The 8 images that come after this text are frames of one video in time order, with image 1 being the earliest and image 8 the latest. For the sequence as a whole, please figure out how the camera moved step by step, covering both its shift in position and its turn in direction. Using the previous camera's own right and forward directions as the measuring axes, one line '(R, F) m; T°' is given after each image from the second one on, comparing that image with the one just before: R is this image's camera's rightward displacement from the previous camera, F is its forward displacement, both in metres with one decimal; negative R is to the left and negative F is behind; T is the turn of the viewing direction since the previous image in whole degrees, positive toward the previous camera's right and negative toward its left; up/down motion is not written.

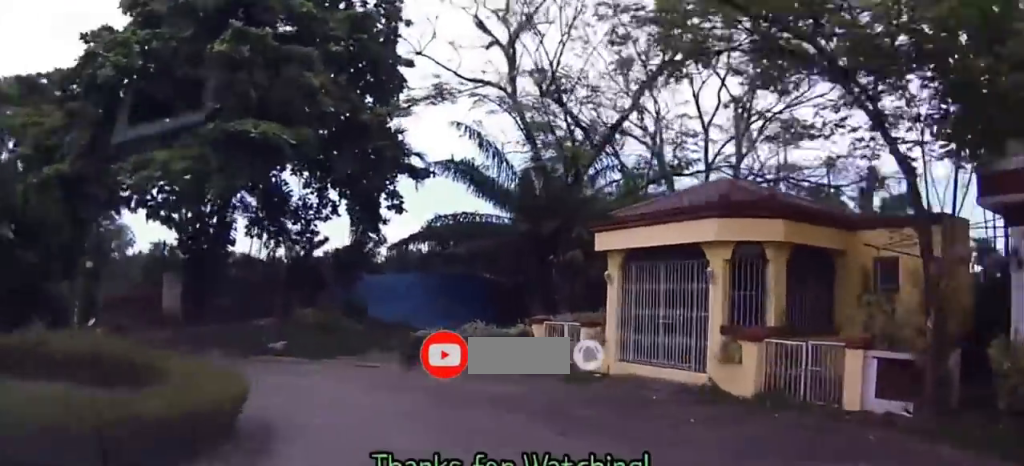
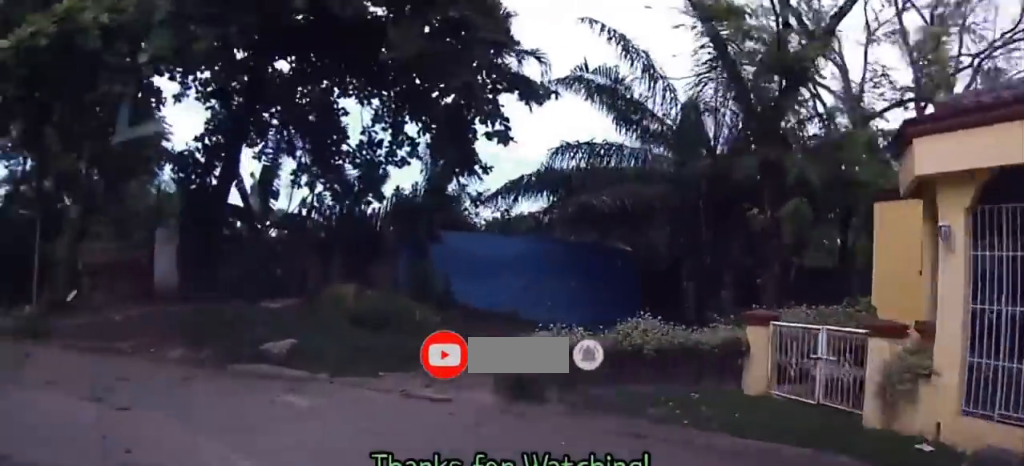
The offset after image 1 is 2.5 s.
(0.0, +8.5) m; -14°
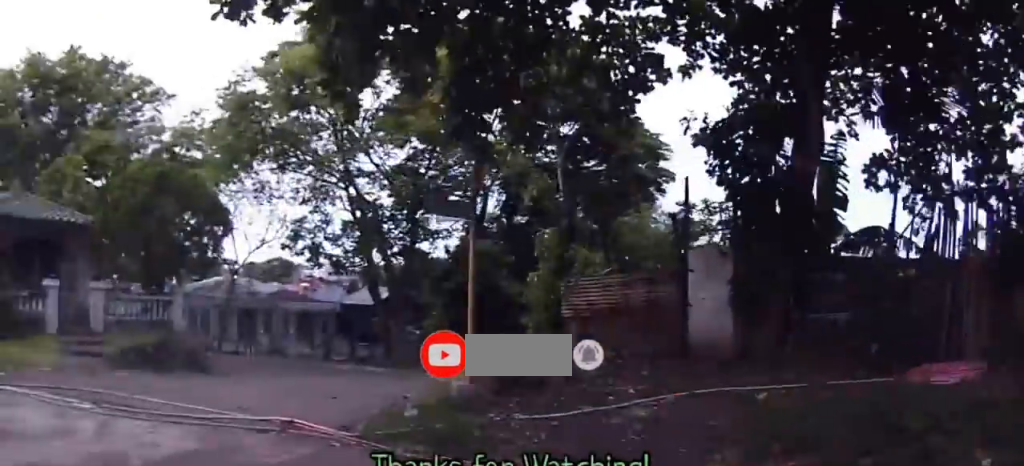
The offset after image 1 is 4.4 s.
(-1.1, +6.7) m; -19°
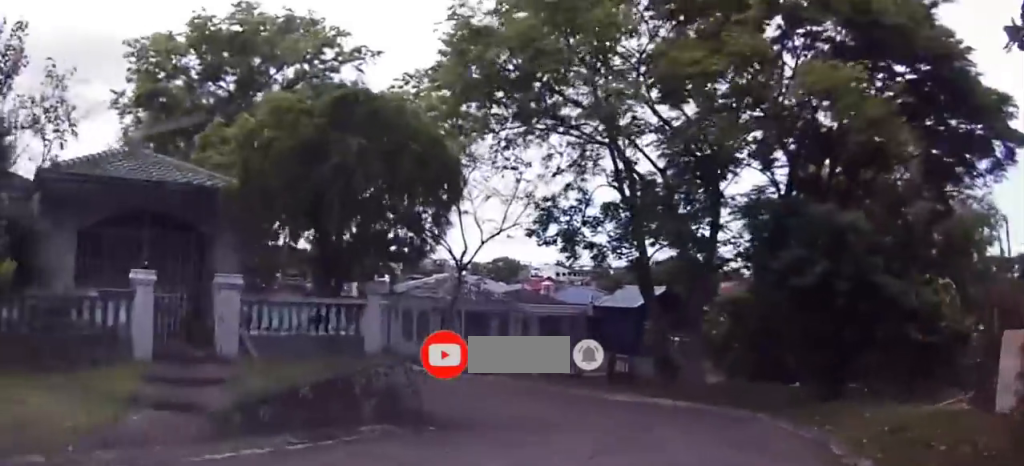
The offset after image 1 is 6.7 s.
(-1.7, +8.8) m; -14°
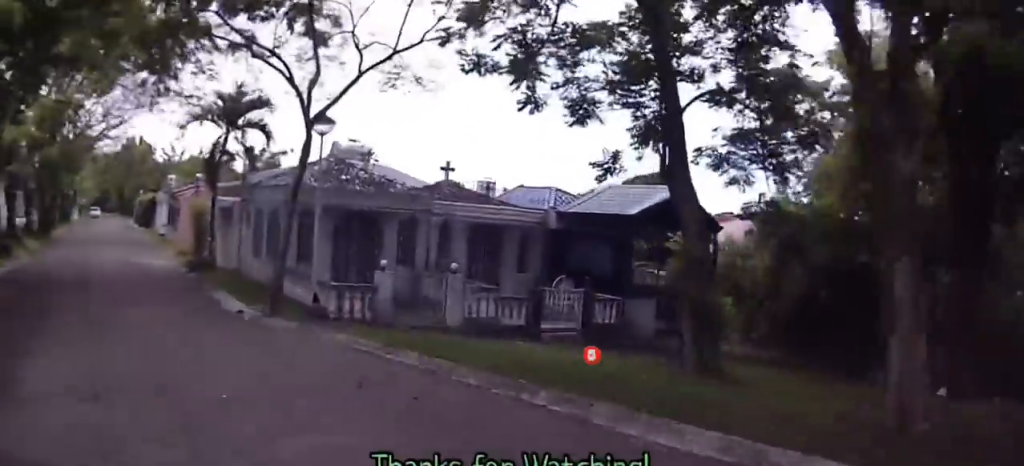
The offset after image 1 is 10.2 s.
(-2.0, +15.2) m; -20°
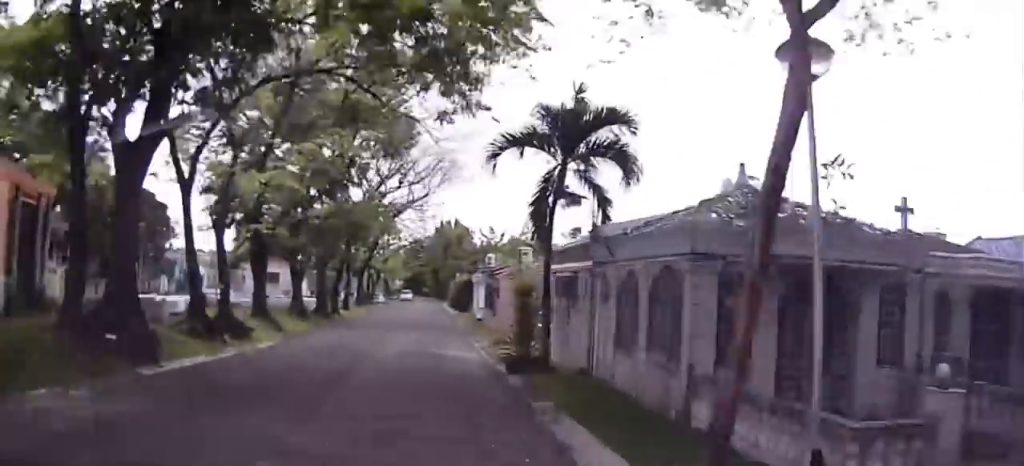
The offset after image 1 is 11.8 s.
(-1.0, +8.1) m; -7°
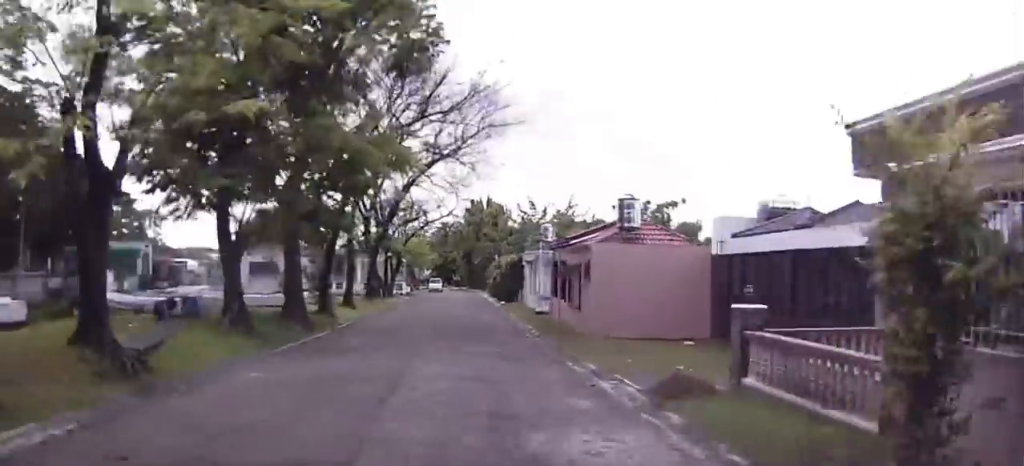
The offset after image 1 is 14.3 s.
(-1.7, +14.0) m; -7°
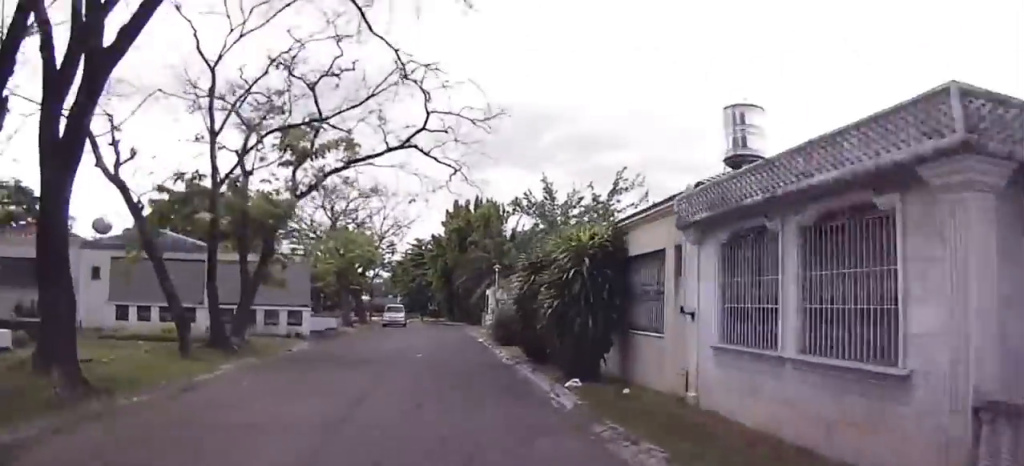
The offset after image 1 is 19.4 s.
(-0.9, +32.0) m; -2°
